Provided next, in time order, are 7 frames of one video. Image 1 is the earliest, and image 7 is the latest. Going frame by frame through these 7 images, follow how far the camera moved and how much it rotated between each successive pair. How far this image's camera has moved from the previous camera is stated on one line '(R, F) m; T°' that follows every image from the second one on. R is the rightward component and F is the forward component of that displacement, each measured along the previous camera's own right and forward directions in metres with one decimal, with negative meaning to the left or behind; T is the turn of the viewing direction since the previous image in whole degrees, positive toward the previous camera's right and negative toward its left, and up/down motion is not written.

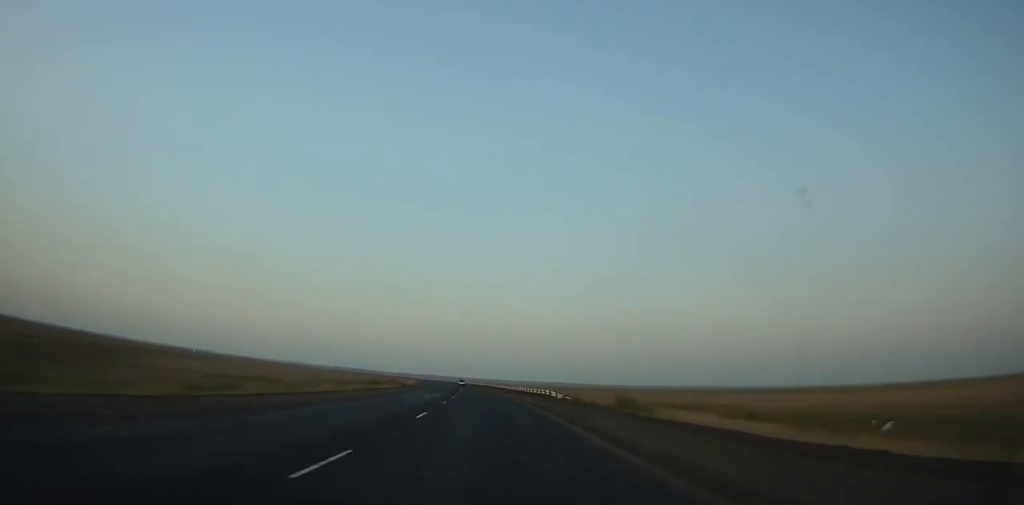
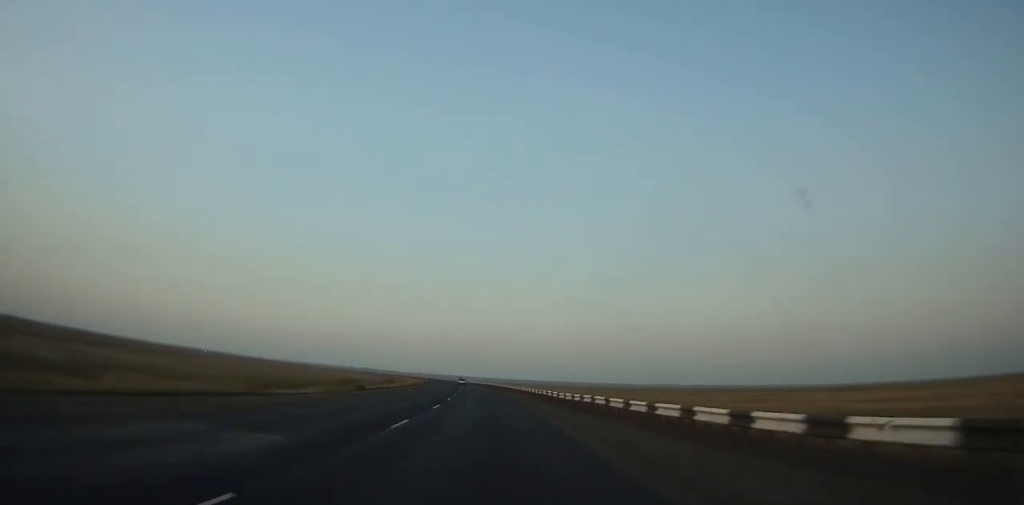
(-1.0, +40.5) m; -1°
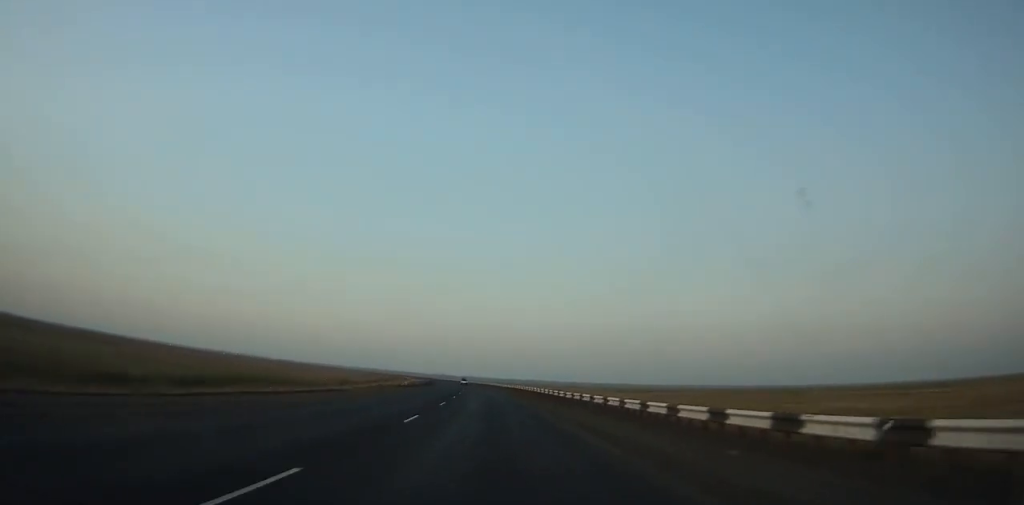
(-0.8, +57.8) m; -2°
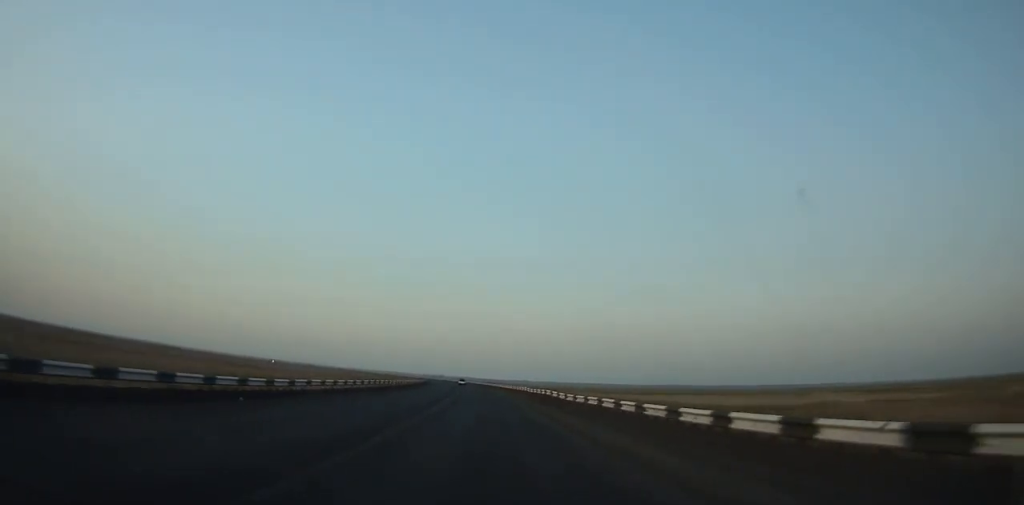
(-12.2, +192.1) m; -7°
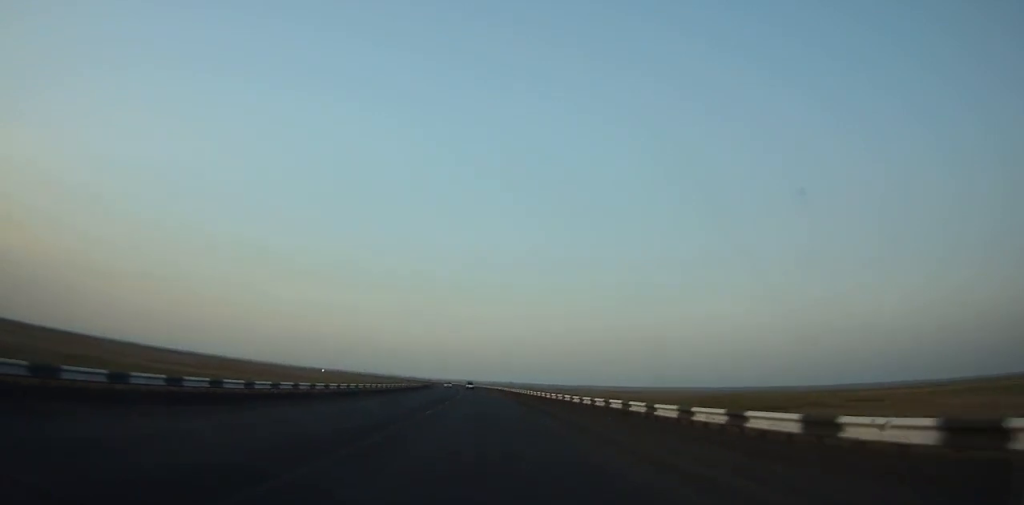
(-9.5, +165.2) m; -7°
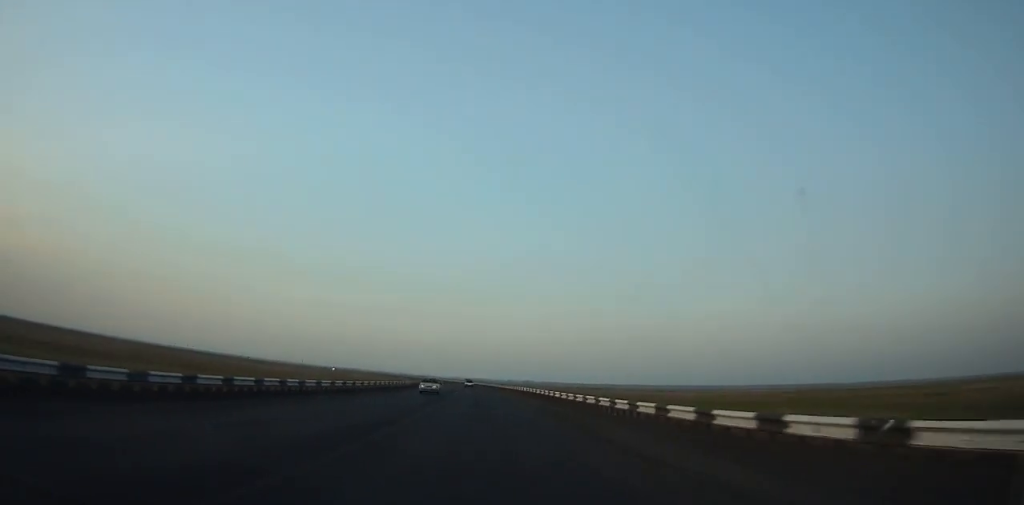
(-0.7, +41.1) m; -1°
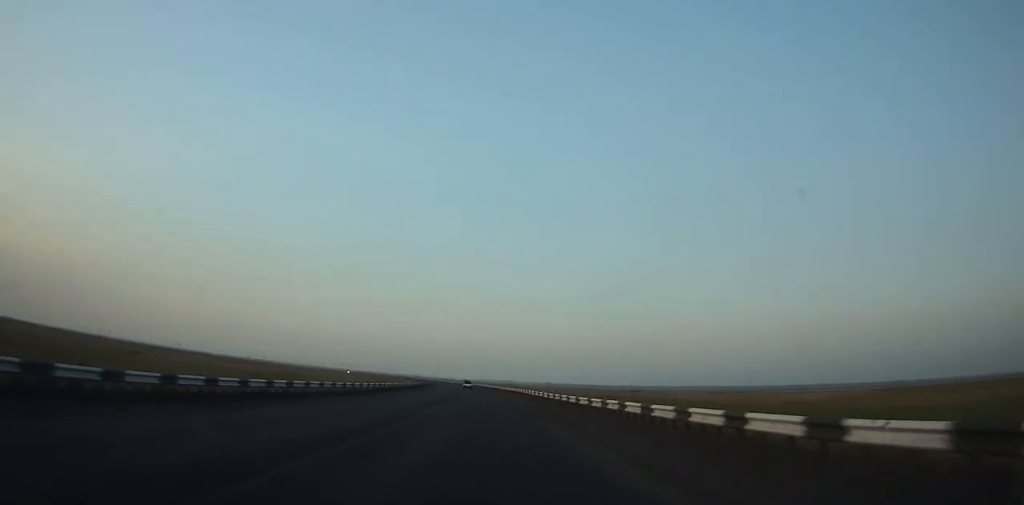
(-1.1, +59.0) m; -2°
